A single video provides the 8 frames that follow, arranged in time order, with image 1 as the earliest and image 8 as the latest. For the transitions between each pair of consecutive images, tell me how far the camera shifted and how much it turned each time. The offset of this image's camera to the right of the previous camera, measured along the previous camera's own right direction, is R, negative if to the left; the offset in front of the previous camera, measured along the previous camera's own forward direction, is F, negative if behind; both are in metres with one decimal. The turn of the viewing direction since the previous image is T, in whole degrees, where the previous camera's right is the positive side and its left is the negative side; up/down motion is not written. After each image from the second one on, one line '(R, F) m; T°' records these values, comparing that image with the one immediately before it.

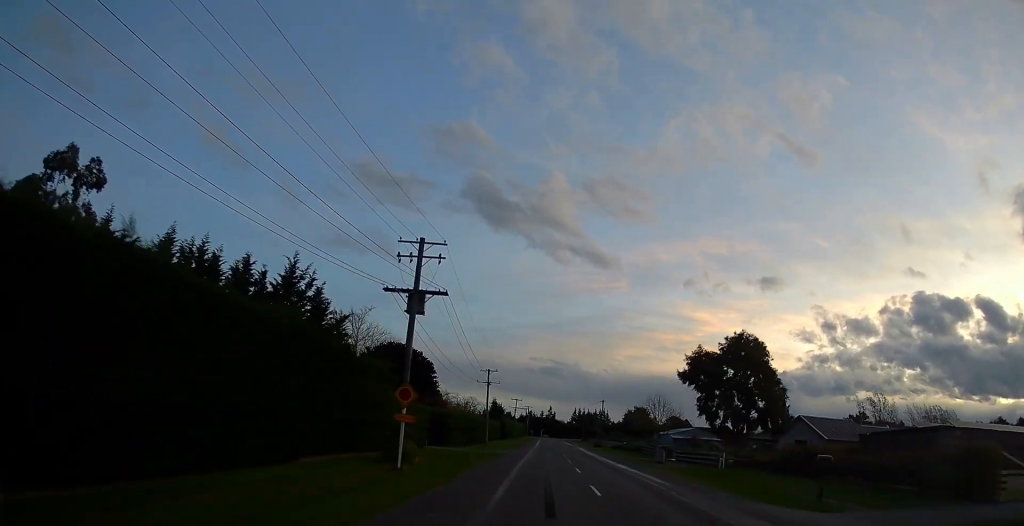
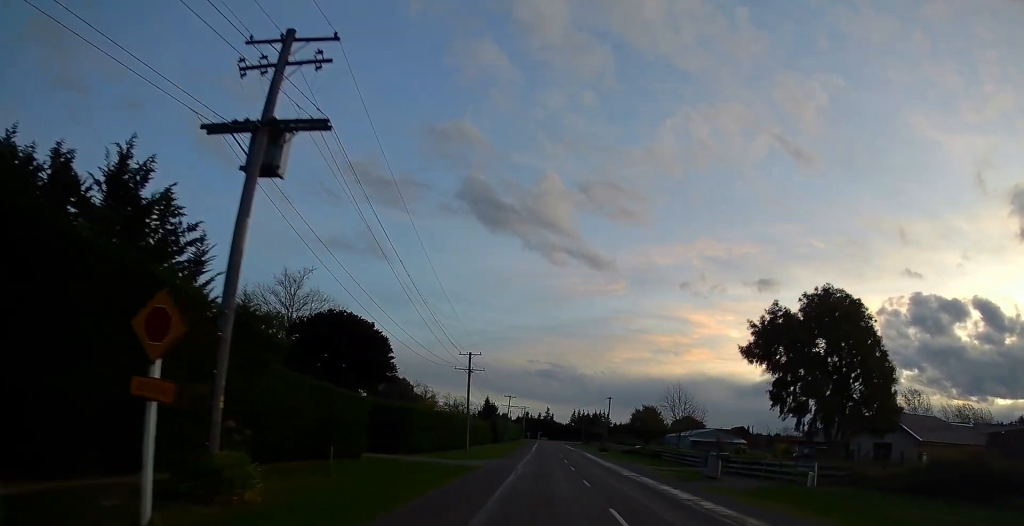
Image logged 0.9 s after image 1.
(-0.3, +15.8) m; -1°
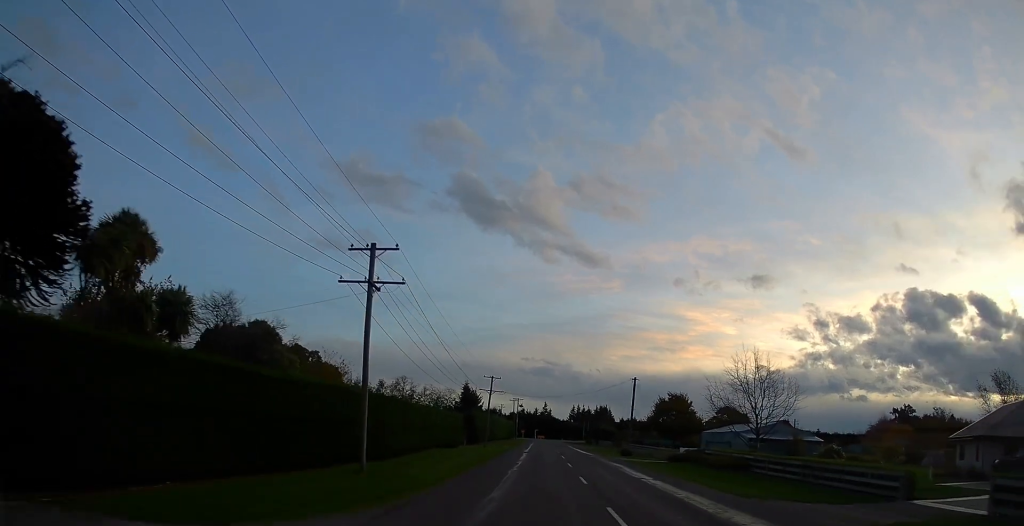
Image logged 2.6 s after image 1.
(+0.3, +30.3) m; +1°
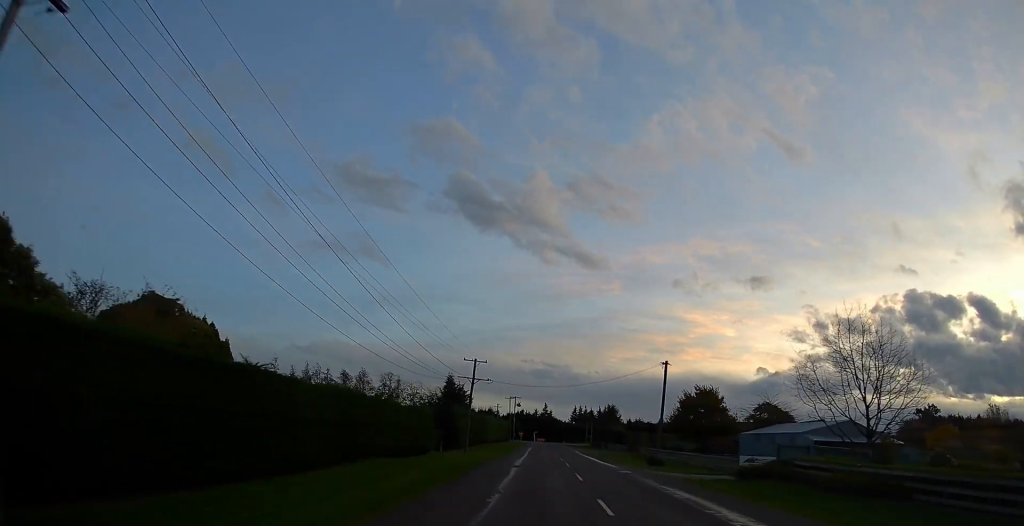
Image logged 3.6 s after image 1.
(-0.3, +18.1) m; 0°
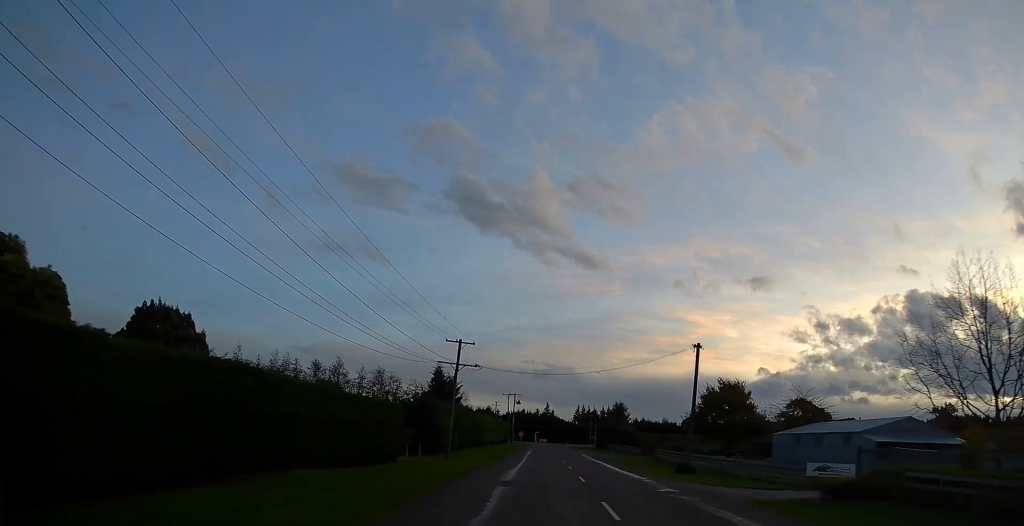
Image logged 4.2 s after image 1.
(-0.1, +10.7) m; +2°
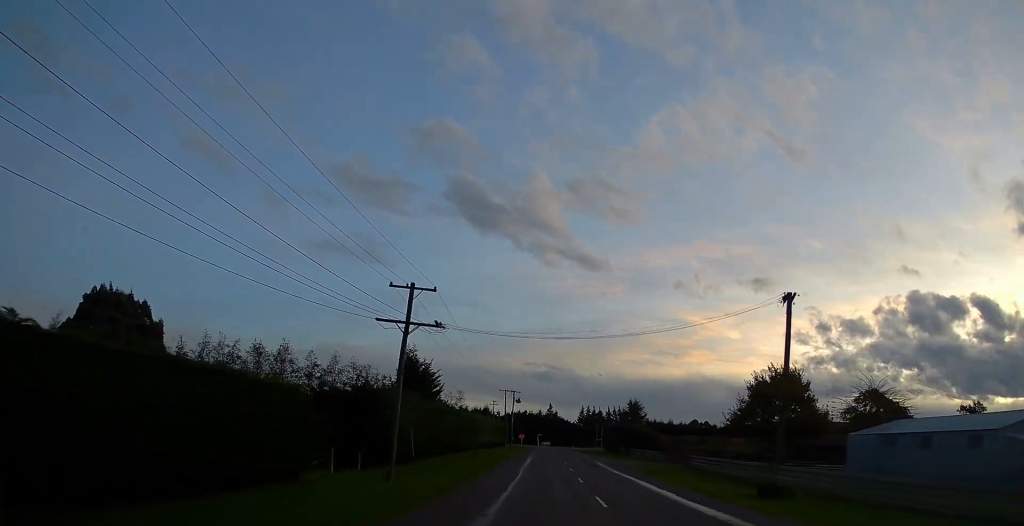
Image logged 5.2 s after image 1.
(+0.6, +16.3) m; -1°
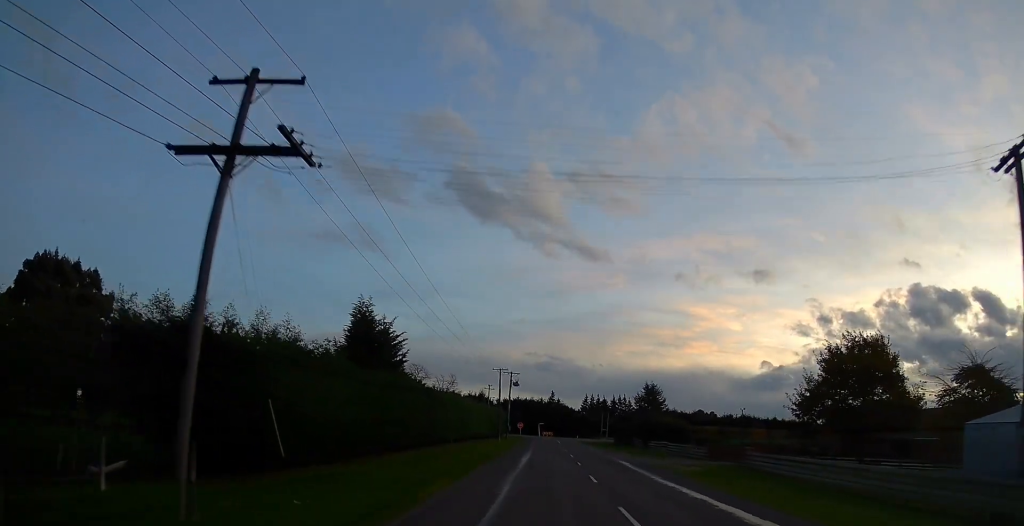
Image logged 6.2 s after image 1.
(-0.7, +15.1) m; -2°
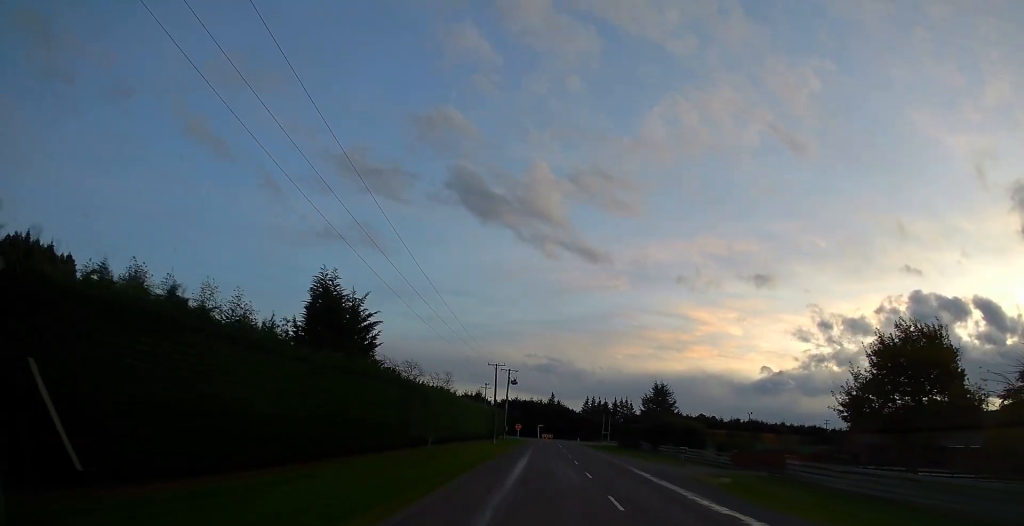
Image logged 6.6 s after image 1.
(-0.1, +7.1) m; 0°
